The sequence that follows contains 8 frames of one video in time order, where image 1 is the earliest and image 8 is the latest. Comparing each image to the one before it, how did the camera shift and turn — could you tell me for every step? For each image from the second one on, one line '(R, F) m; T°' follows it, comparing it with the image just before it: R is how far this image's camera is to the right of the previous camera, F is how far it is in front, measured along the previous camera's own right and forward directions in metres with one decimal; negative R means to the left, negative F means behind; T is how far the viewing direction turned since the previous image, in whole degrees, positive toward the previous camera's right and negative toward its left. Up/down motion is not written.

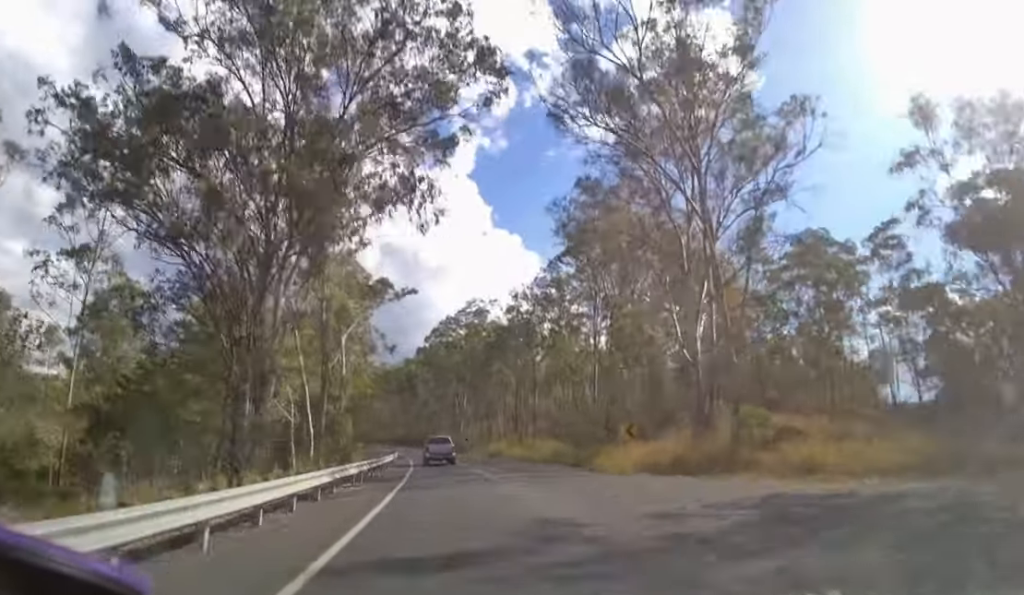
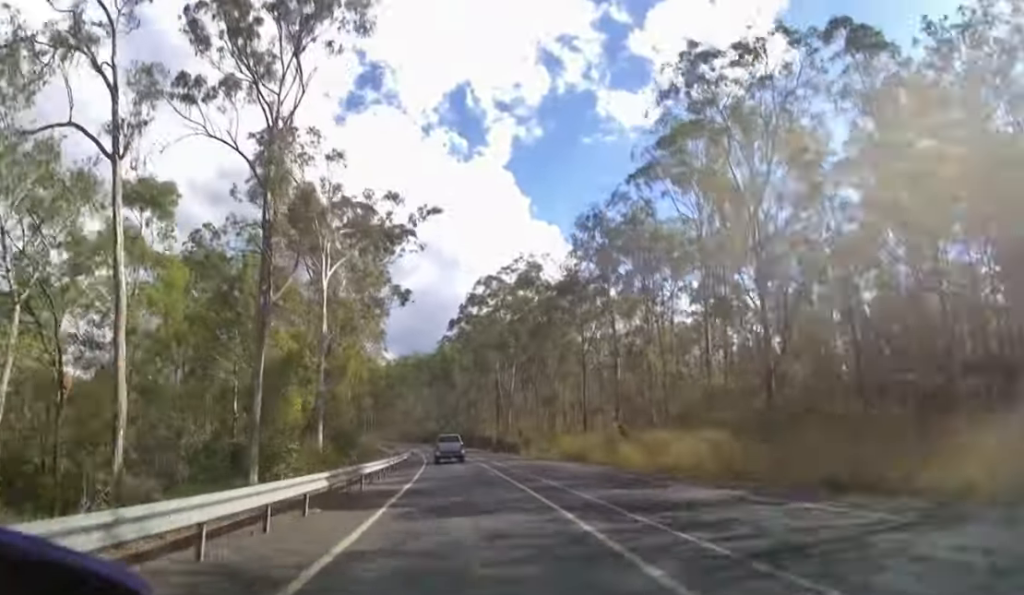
(-0.9, +22.8) m; -4°
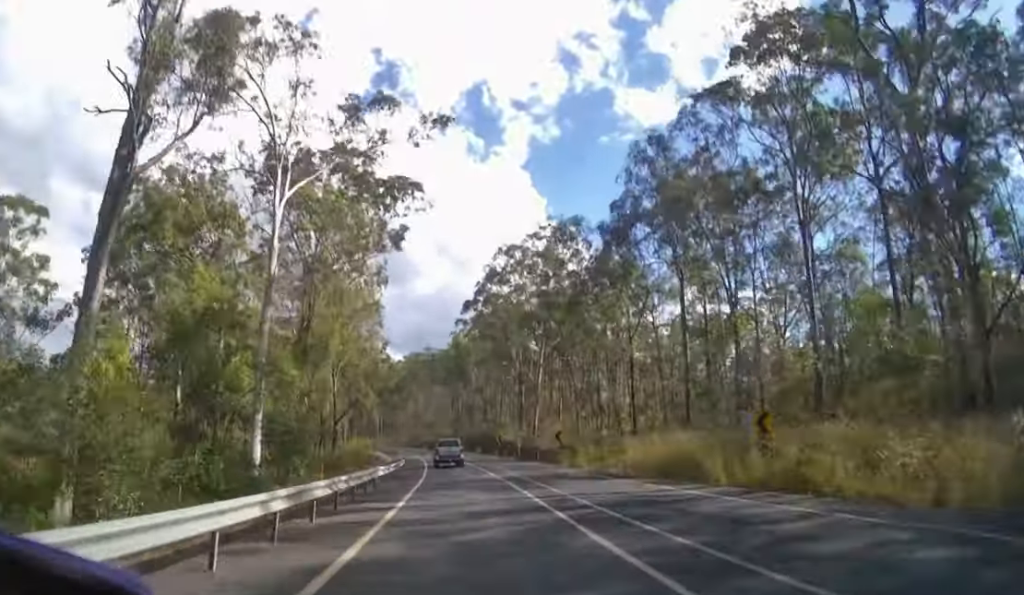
(-0.2, +12.5) m; -2°
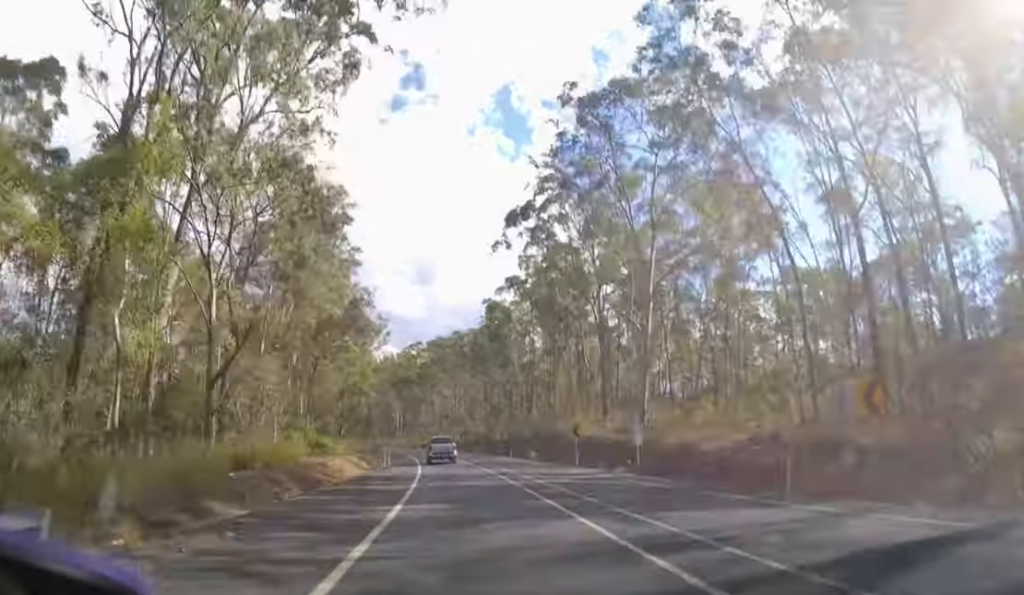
(-1.1, +25.8) m; -4°
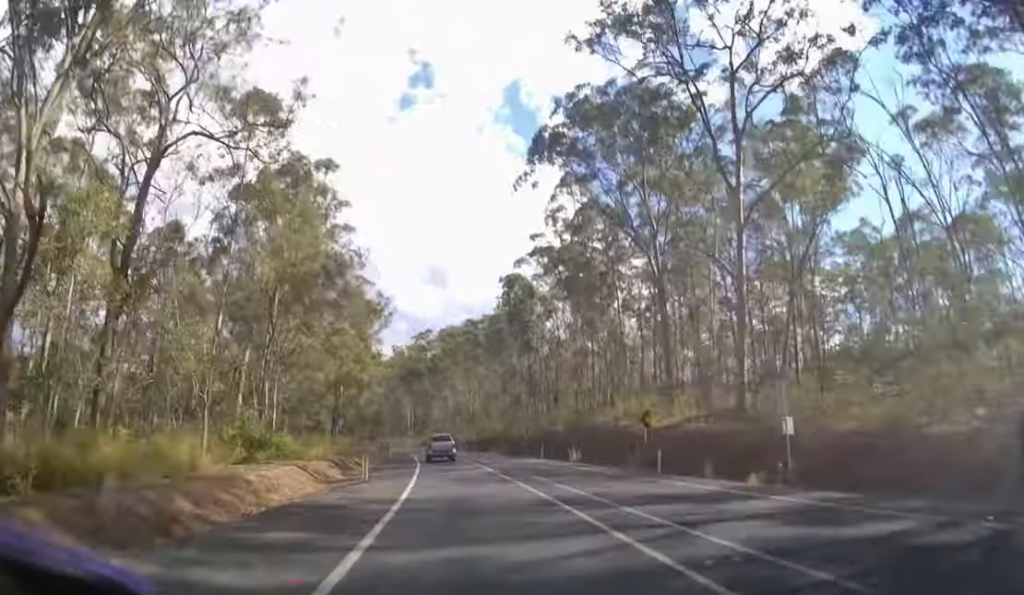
(0.0, +10.0) m; -1°
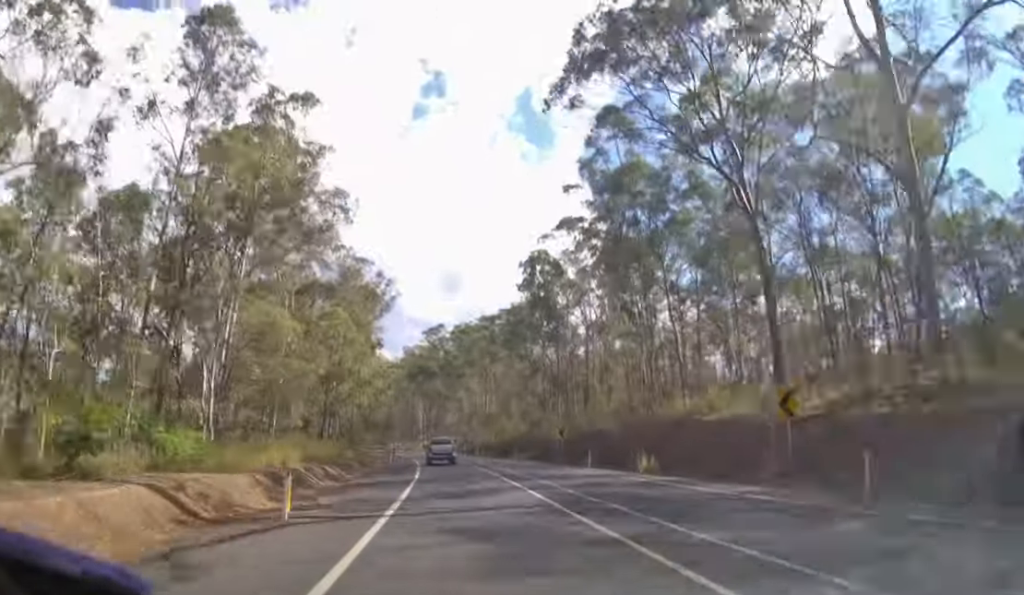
(-0.2, +10.1) m; -1°
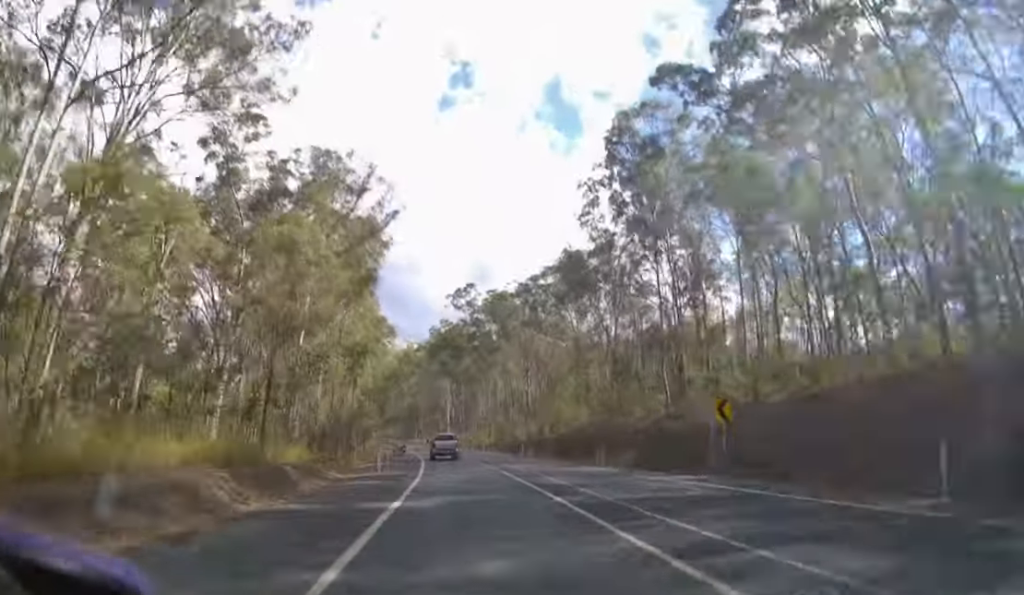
(-0.4, +19.6) m; -2°
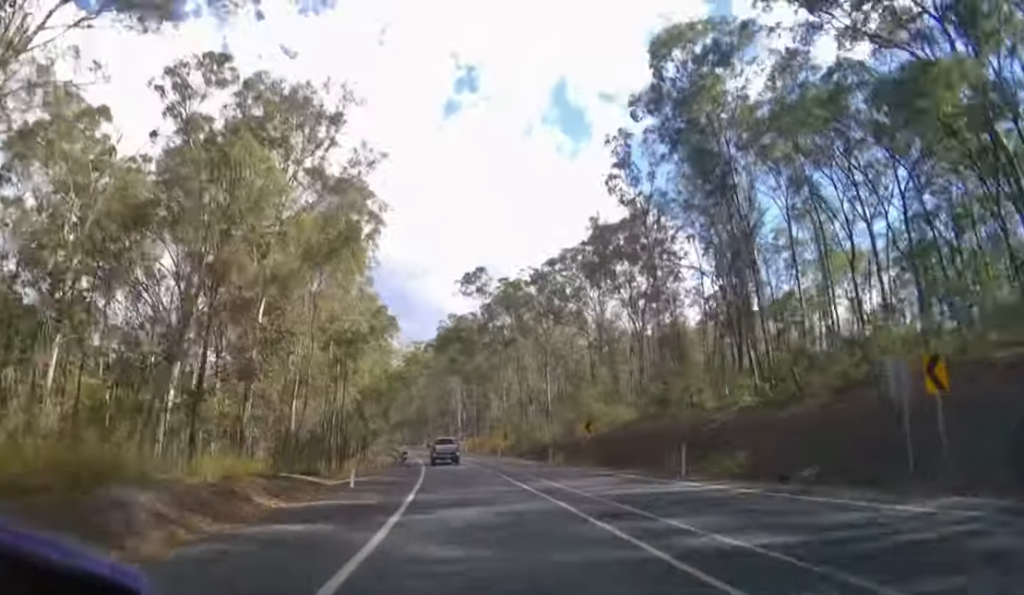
(+0.1, +8.7) m; -1°
